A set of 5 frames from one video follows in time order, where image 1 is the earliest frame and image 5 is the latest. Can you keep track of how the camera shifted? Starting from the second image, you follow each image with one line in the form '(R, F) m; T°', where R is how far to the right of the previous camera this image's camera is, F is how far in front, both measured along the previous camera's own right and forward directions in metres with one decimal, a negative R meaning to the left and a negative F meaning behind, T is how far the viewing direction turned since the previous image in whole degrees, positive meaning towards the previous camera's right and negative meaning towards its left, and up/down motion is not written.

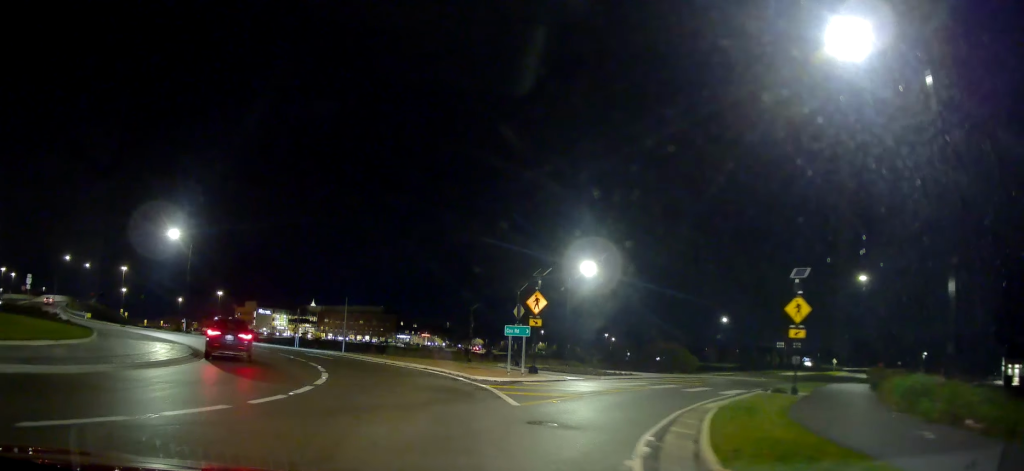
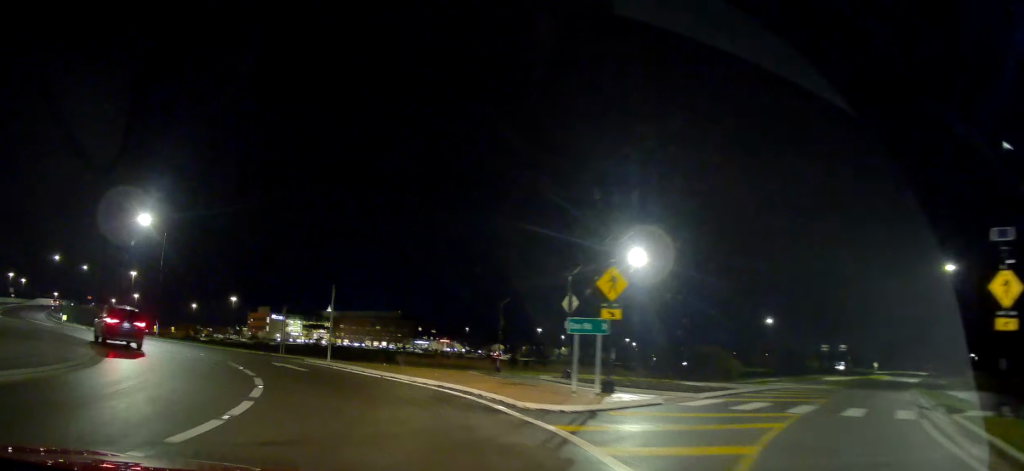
(+1.0, +8.0) m; +9°
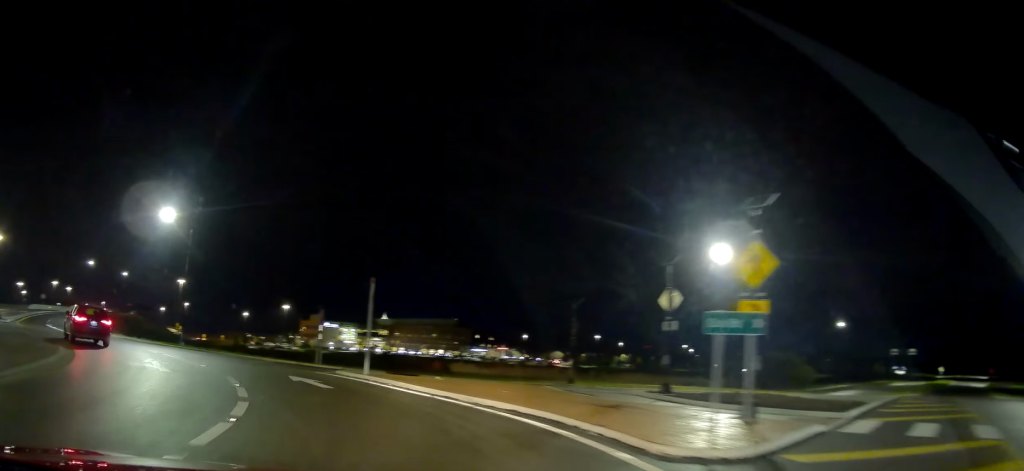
(+0.1, +4.7) m; 0°
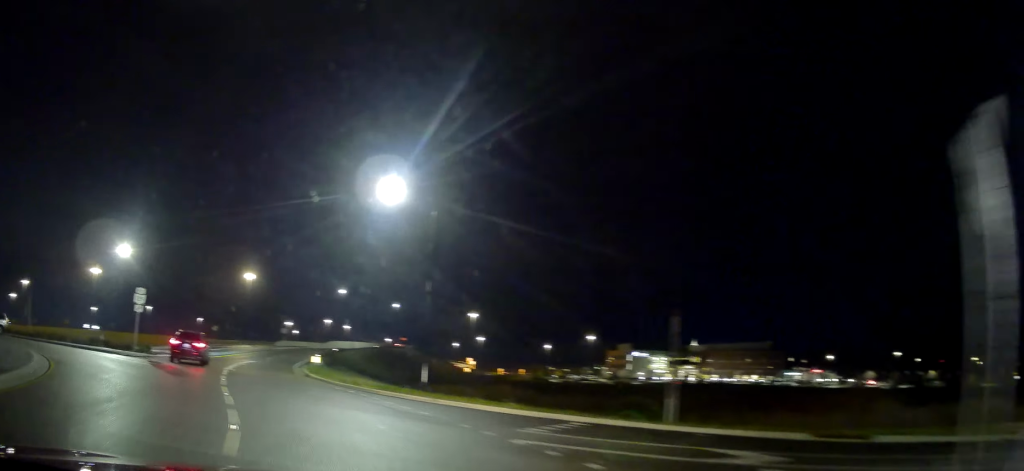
(-1.7, +15.9) m; -14°
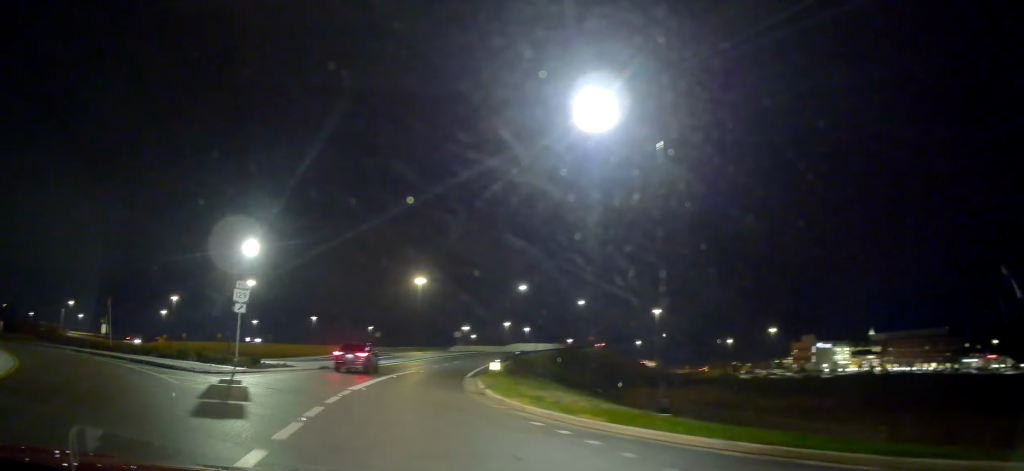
(-0.6, +9.7) m; -5°
